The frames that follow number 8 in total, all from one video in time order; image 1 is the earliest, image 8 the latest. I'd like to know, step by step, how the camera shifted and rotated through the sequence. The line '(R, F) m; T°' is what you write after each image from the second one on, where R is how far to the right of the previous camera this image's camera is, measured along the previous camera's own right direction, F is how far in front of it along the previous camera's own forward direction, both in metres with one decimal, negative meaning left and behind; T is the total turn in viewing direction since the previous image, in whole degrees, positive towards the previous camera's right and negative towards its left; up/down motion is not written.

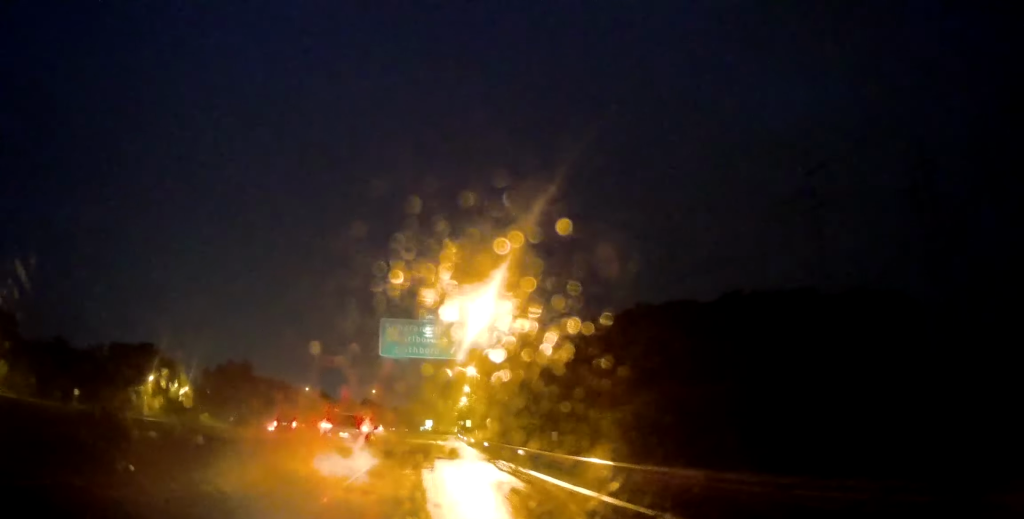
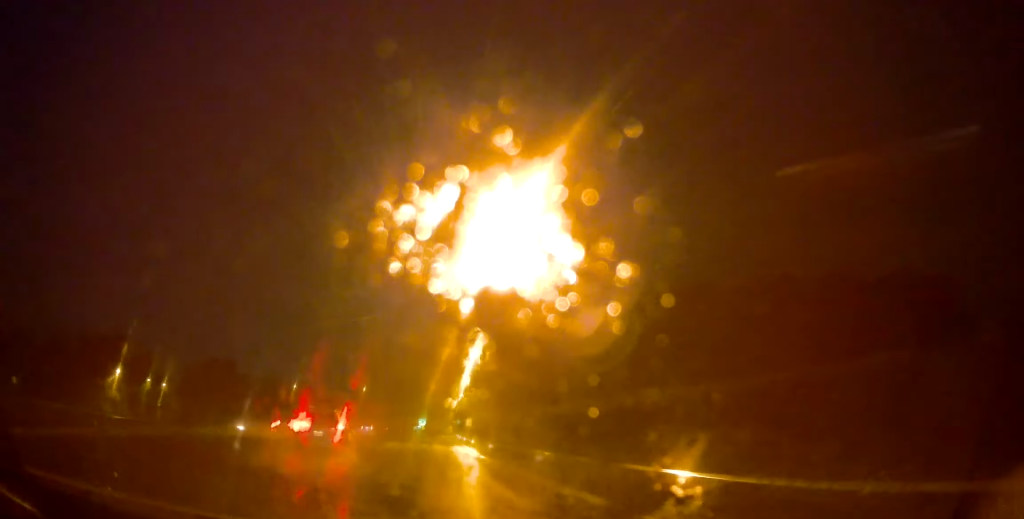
(0.0, +17.5) m; 0°
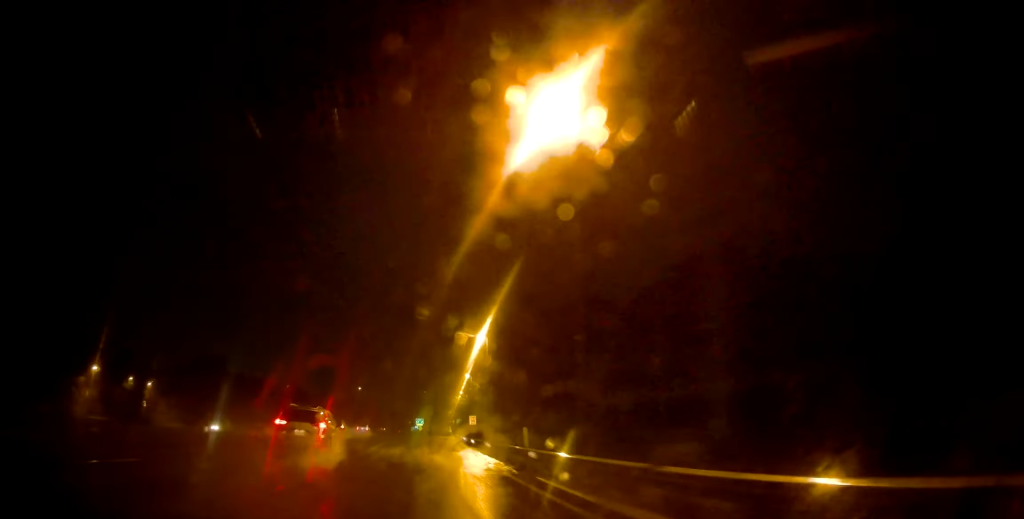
(0.0, +12.0) m; 0°
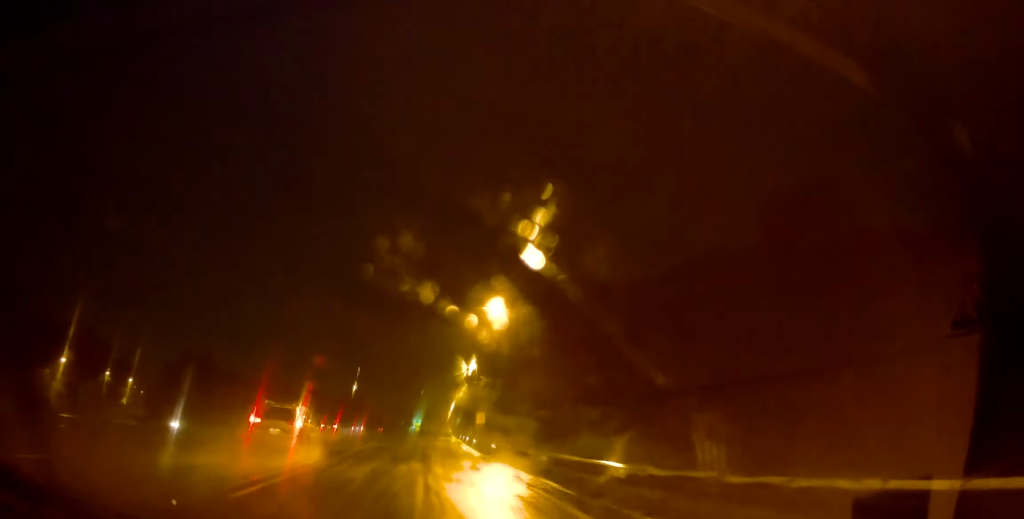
(0.0, +14.9) m; 0°
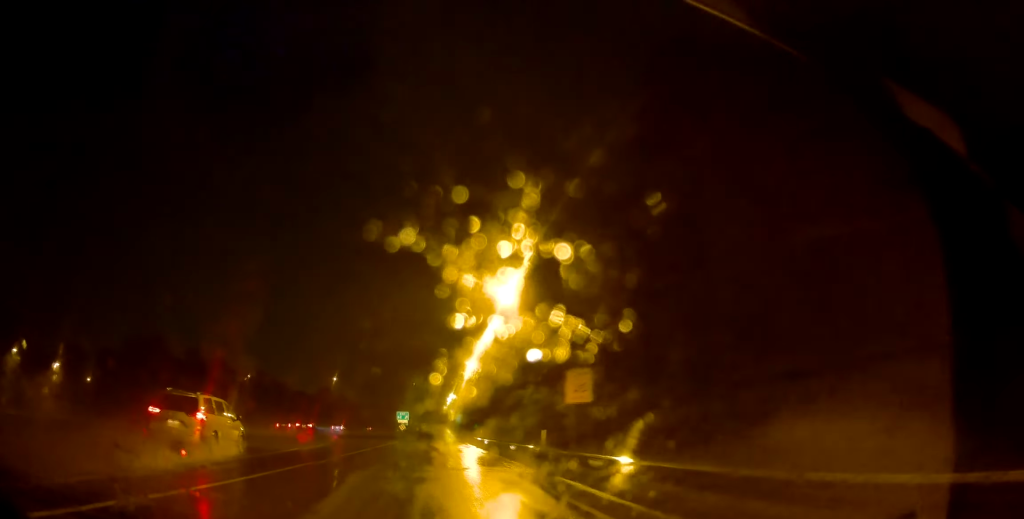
(0.0, +45.7) m; 0°
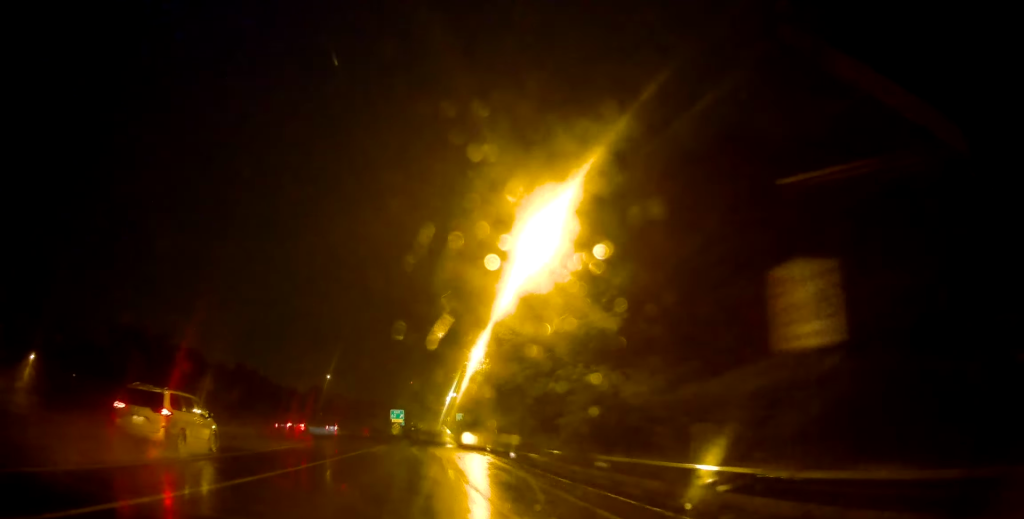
(0.0, +14.0) m; +1°
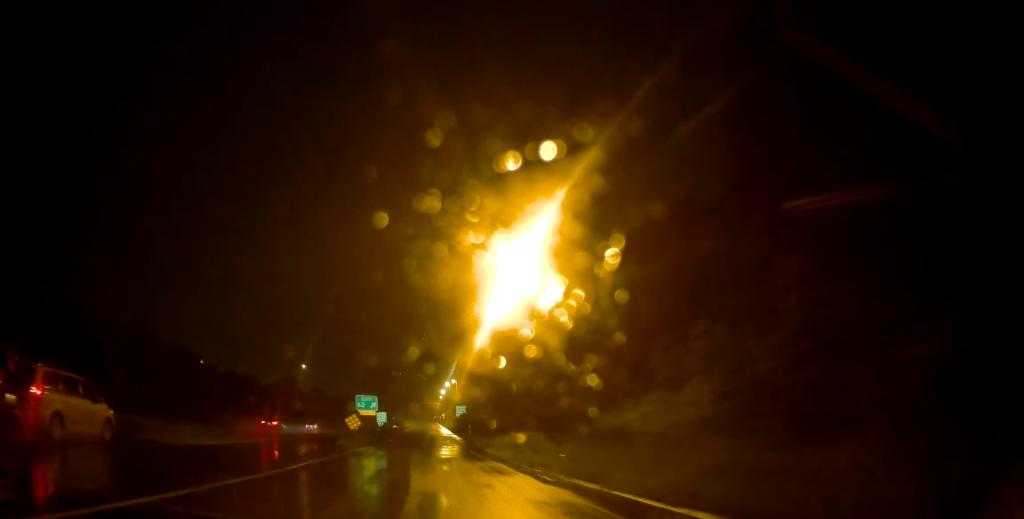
(+0.5, +38.3) m; +1°
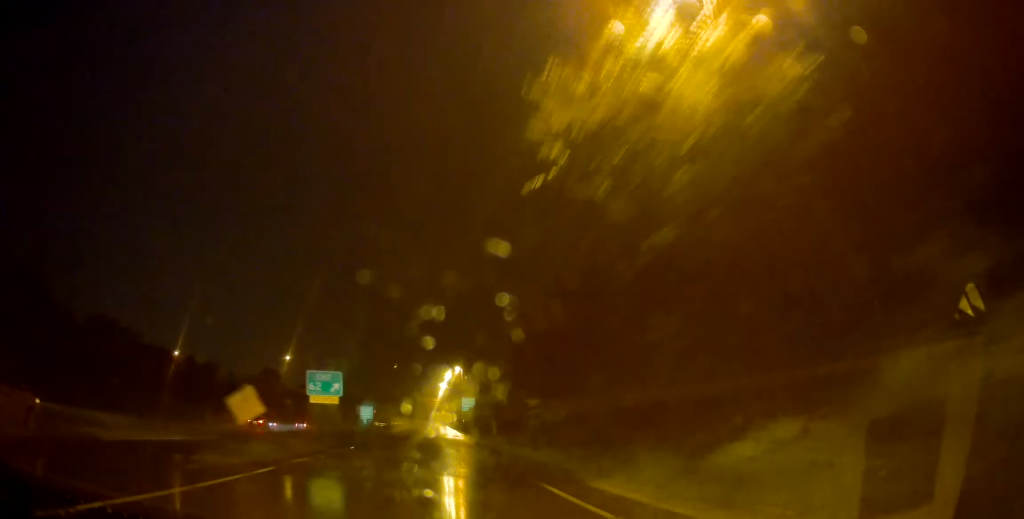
(-0.1, +24.2) m; 0°
